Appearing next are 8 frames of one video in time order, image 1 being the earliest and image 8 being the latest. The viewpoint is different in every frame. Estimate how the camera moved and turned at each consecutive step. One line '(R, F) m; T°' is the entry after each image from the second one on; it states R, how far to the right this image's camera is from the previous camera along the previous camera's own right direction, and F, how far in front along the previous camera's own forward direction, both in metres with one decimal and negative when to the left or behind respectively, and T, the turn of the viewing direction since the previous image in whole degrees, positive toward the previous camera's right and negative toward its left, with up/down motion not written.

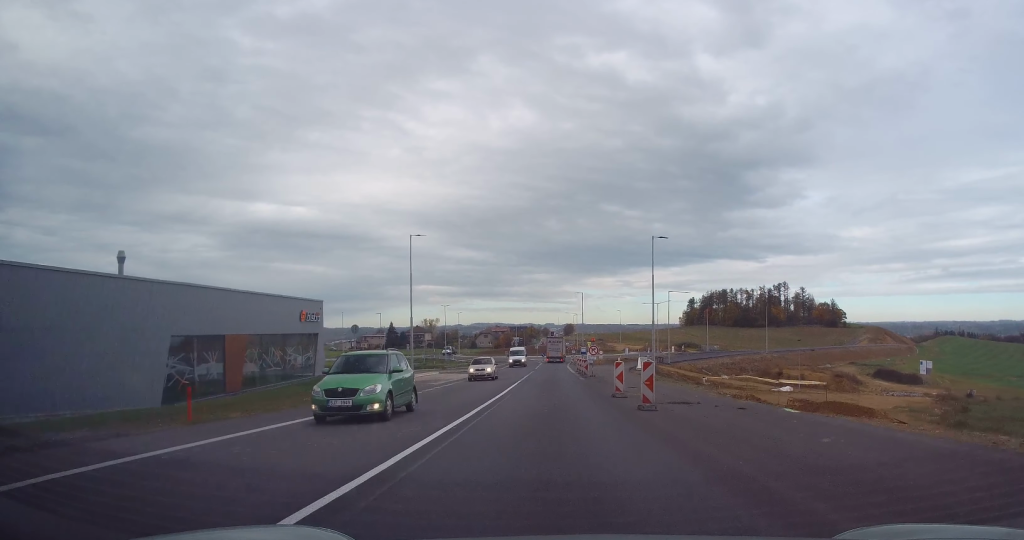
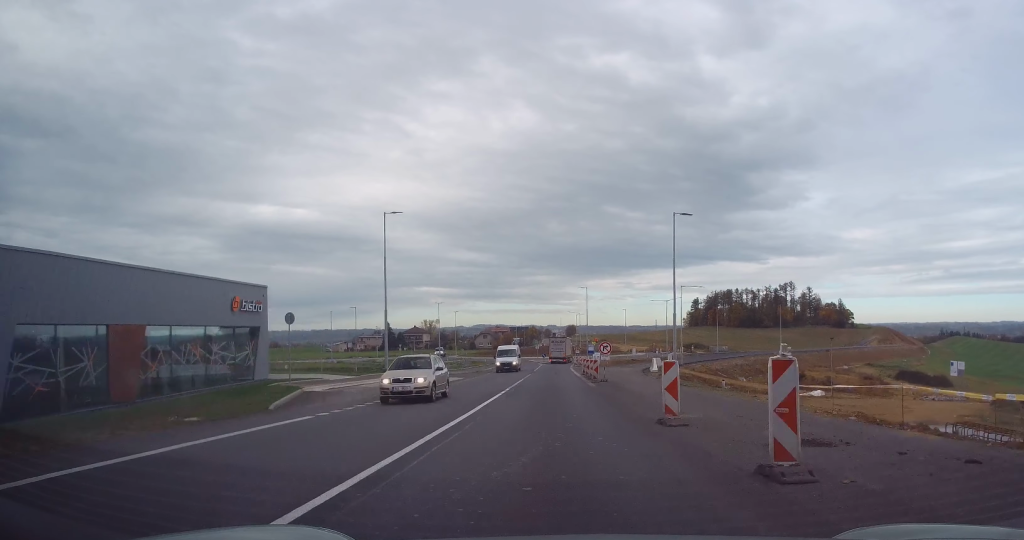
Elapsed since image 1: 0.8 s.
(+0.2, +9.4) m; +1°
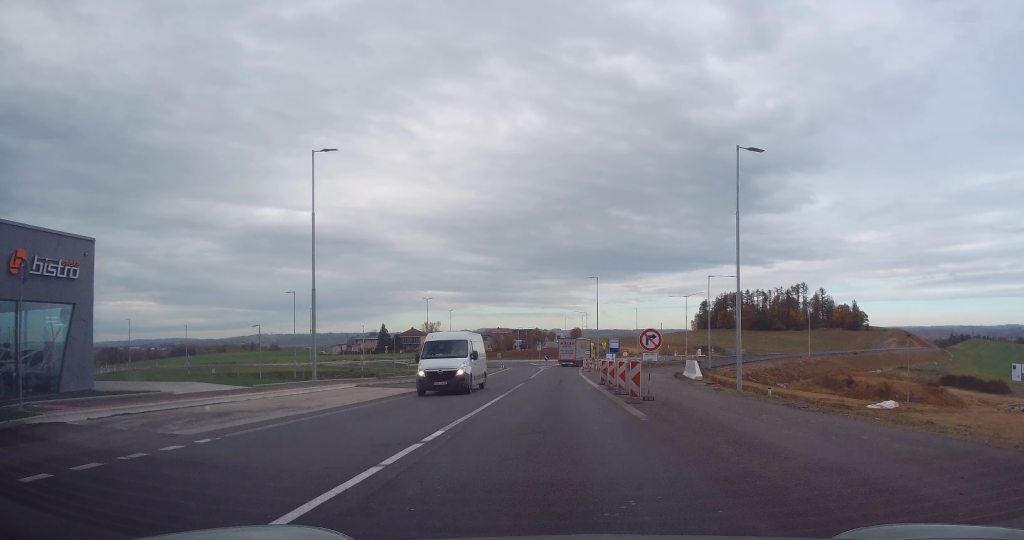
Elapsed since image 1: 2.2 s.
(-0.3, +15.8) m; -3°
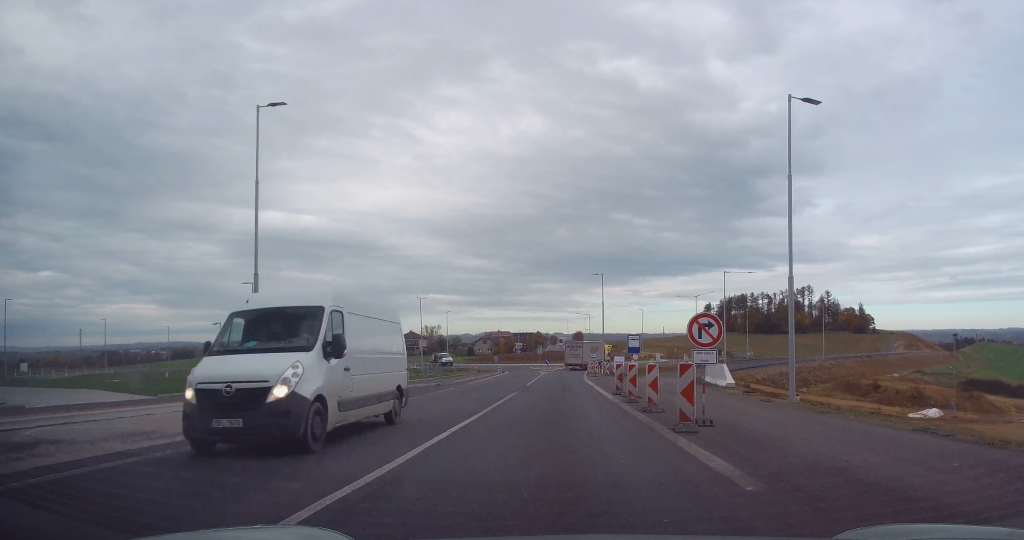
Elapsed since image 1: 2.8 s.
(-0.1, +6.9) m; -1°
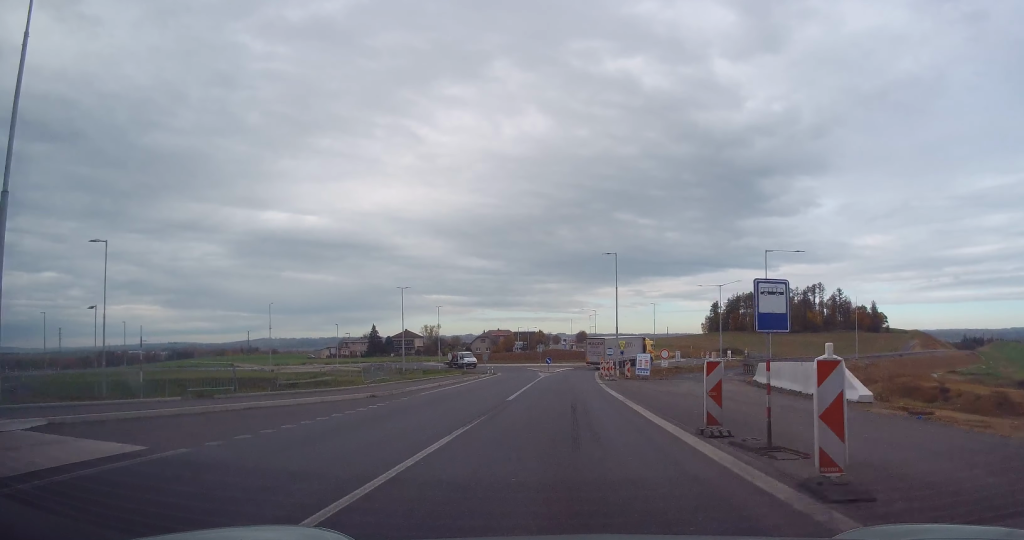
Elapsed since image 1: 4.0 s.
(+0.2, +14.2) m; +2°
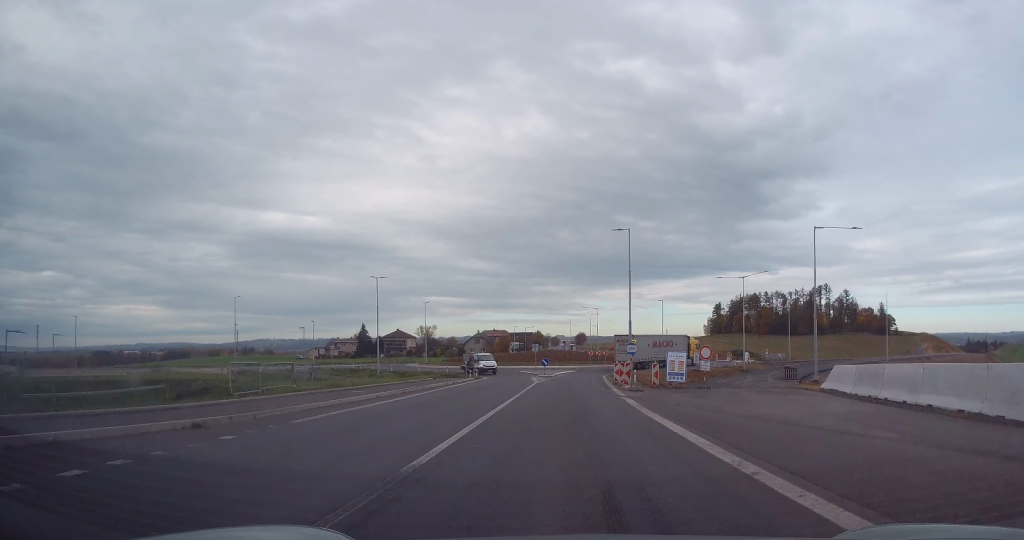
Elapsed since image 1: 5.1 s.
(+0.1, +12.6) m; 0°
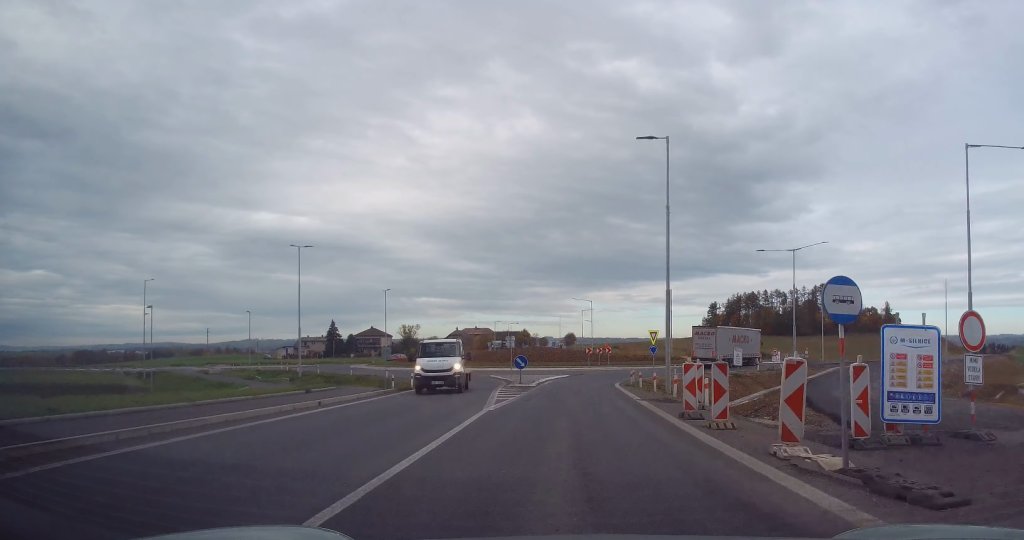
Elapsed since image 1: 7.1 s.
(0.0, +21.4) m; 0°
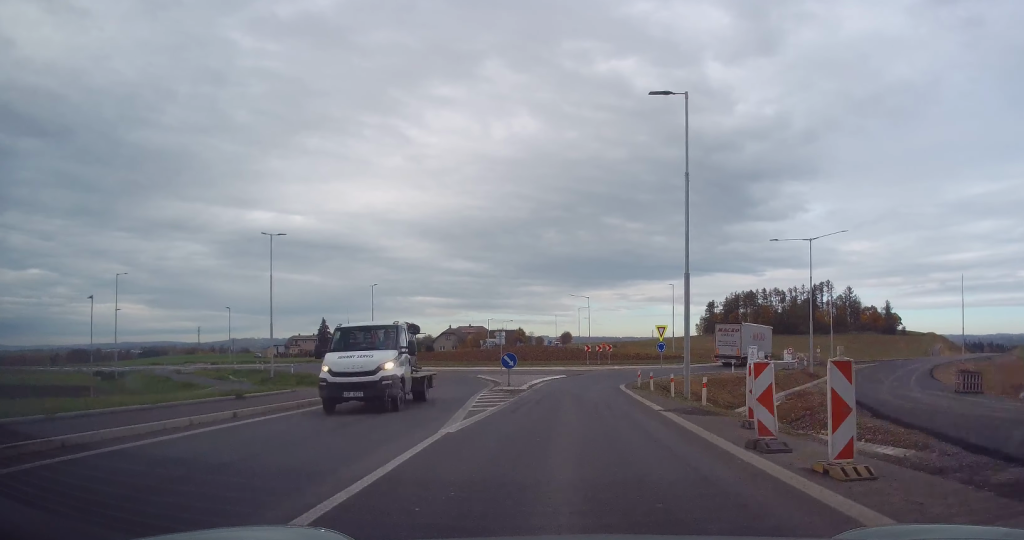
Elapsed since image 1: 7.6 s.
(-0.2, +5.4) m; 0°
